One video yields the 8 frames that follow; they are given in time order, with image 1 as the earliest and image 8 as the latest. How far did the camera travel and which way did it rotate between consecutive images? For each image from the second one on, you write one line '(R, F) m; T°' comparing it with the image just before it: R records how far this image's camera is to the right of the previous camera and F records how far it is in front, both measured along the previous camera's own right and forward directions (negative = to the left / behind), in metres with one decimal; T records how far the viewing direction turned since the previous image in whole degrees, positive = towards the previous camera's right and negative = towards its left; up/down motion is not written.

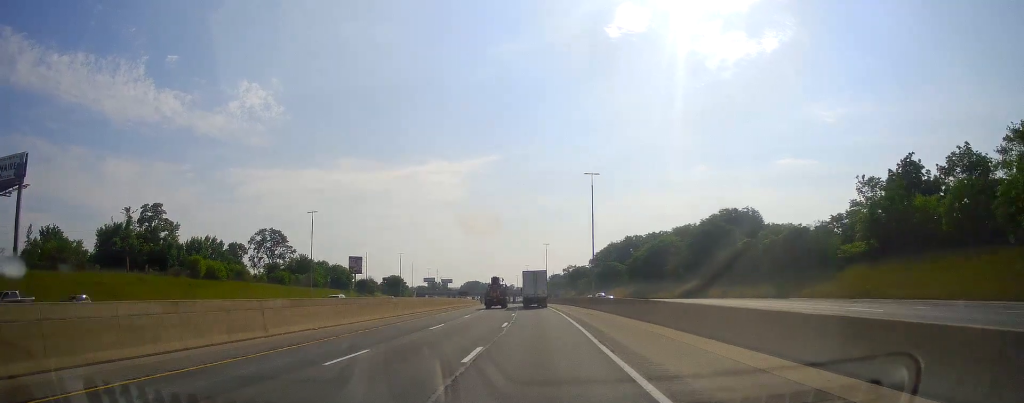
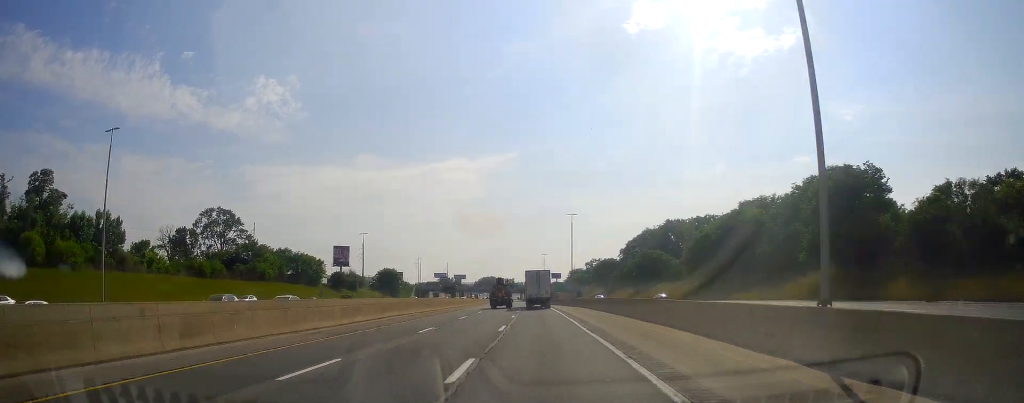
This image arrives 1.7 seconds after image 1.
(-0.6, +49.2) m; -3°
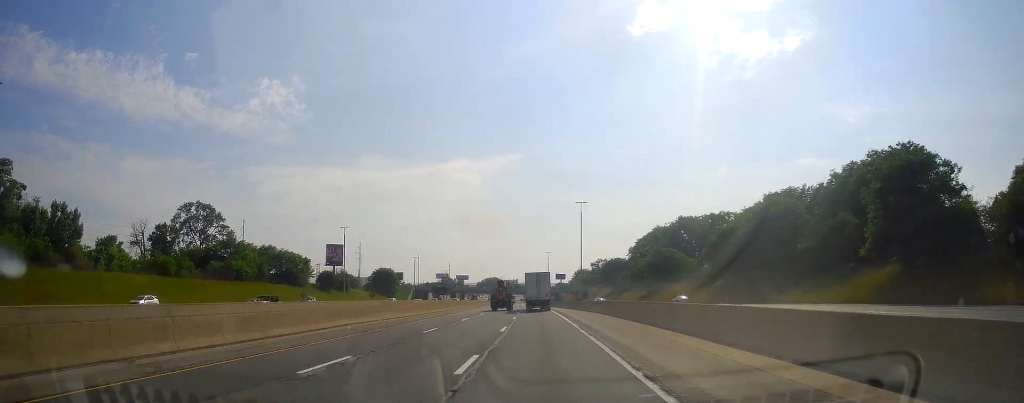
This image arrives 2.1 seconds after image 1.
(-0.4, +13.7) m; 0°
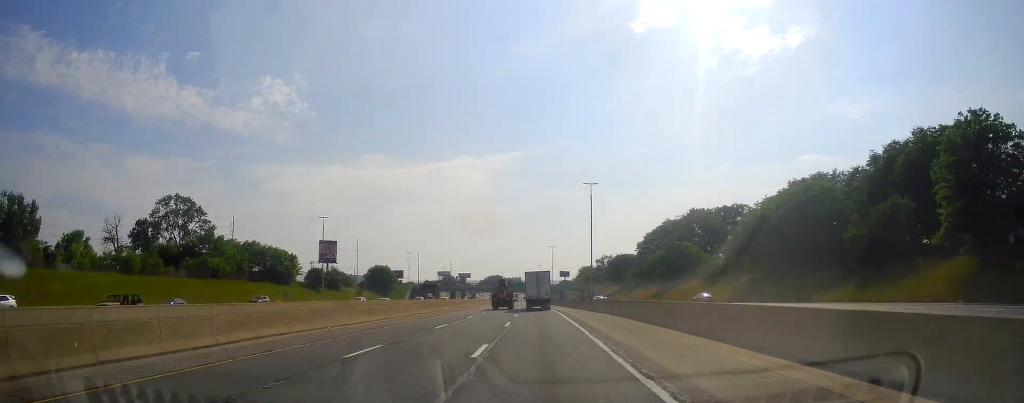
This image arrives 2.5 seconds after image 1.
(-0.3, +11.7) m; 0°
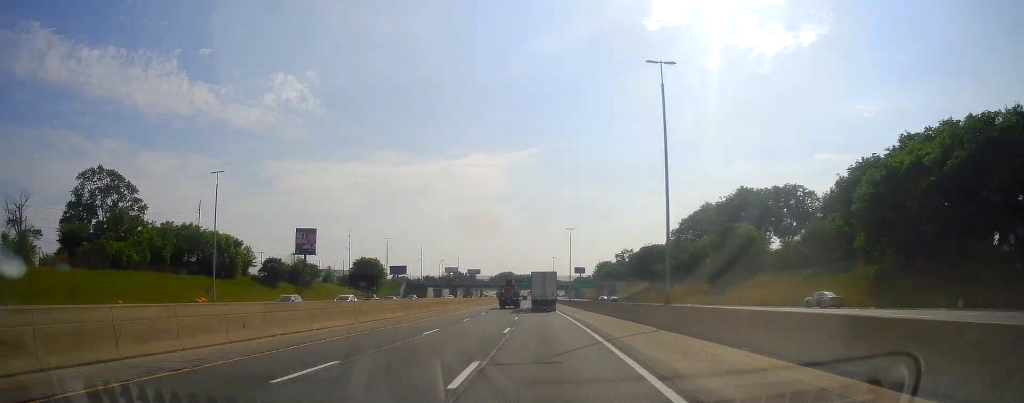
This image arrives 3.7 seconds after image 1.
(+0.3, +35.5) m; -2°
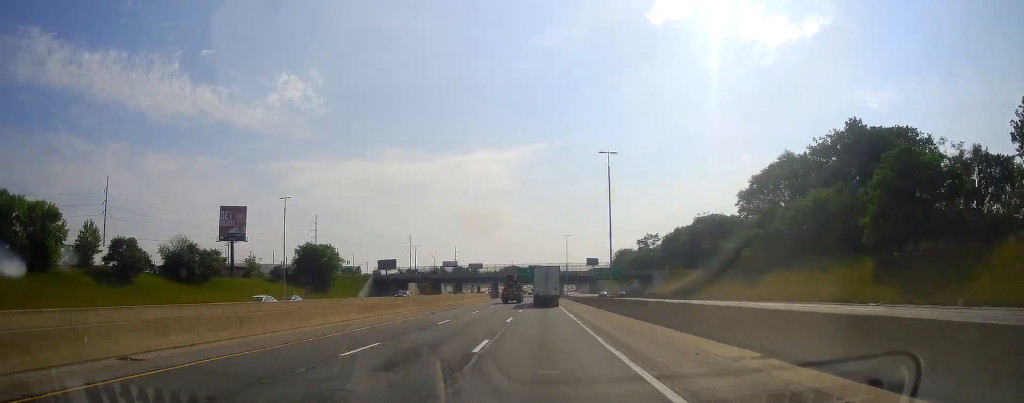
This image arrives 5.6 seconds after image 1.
(-1.0, +55.7) m; 0°
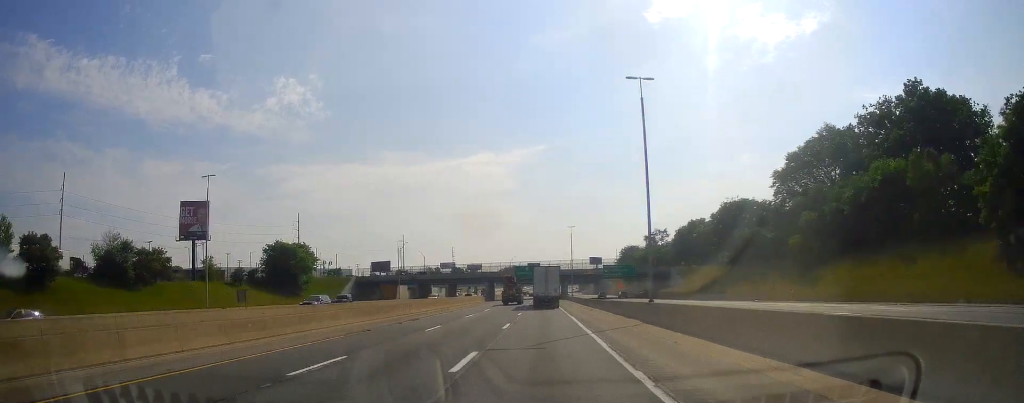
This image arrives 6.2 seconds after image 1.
(-0.2, +19.1) m; -1°
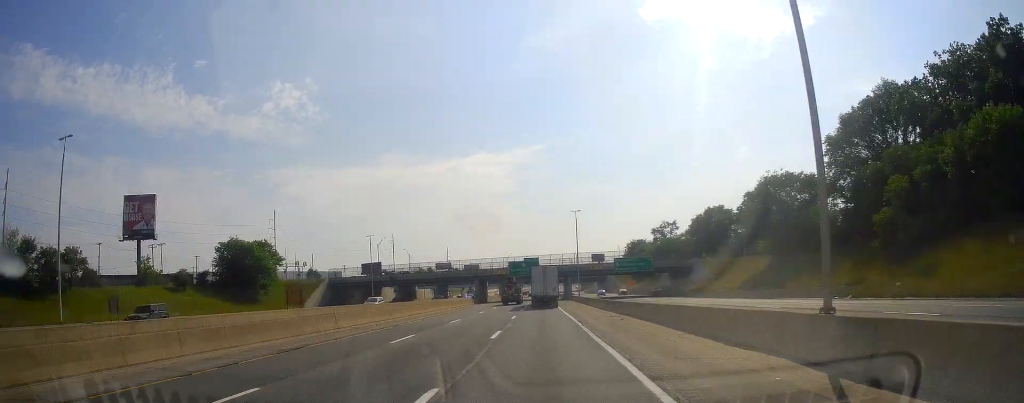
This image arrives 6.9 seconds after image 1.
(-0.2, +21.2) m; -1°
